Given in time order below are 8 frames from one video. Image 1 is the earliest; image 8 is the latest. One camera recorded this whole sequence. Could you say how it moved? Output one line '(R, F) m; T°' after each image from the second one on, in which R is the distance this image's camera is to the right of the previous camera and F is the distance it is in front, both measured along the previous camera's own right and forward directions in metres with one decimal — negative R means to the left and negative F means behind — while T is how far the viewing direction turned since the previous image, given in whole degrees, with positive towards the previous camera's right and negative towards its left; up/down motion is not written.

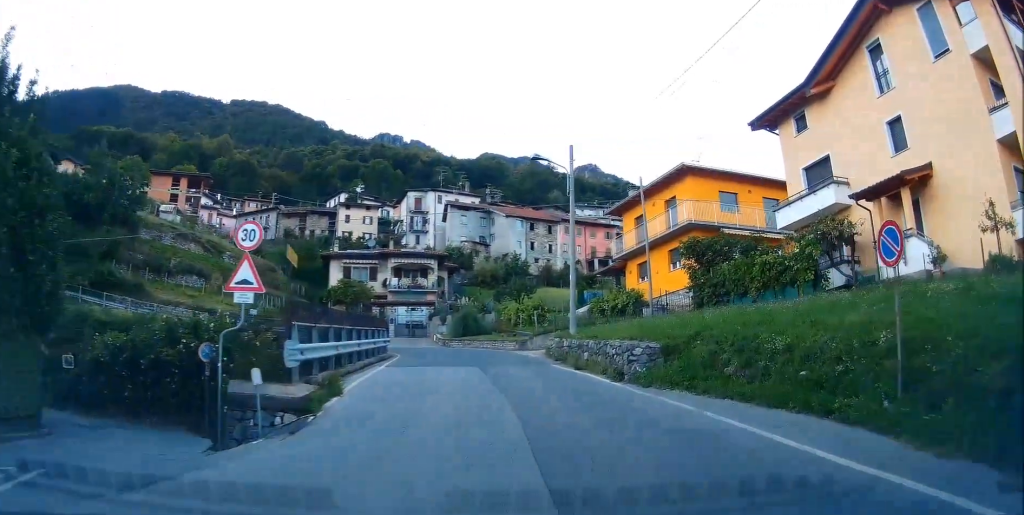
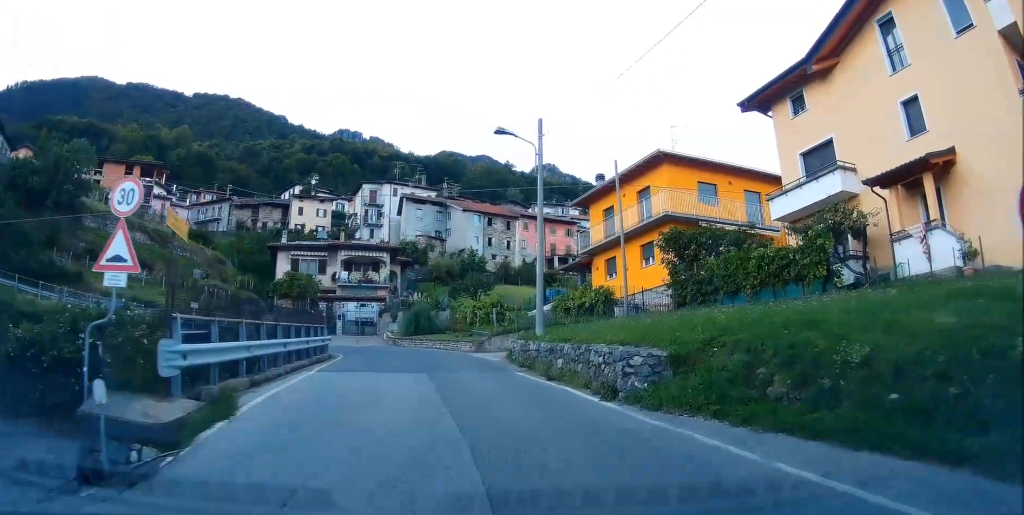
(+0.4, +3.1) m; +5°
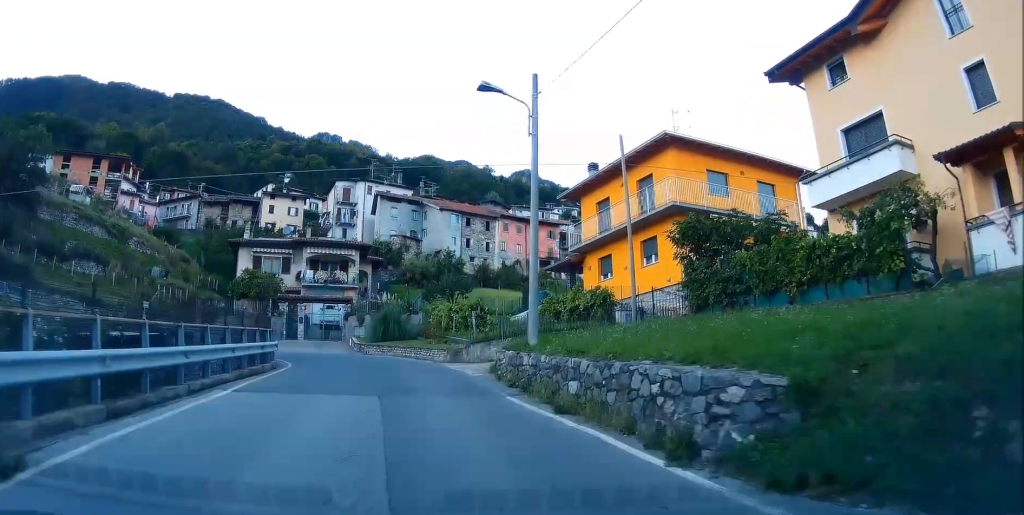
(+0.3, +4.3) m; +3°
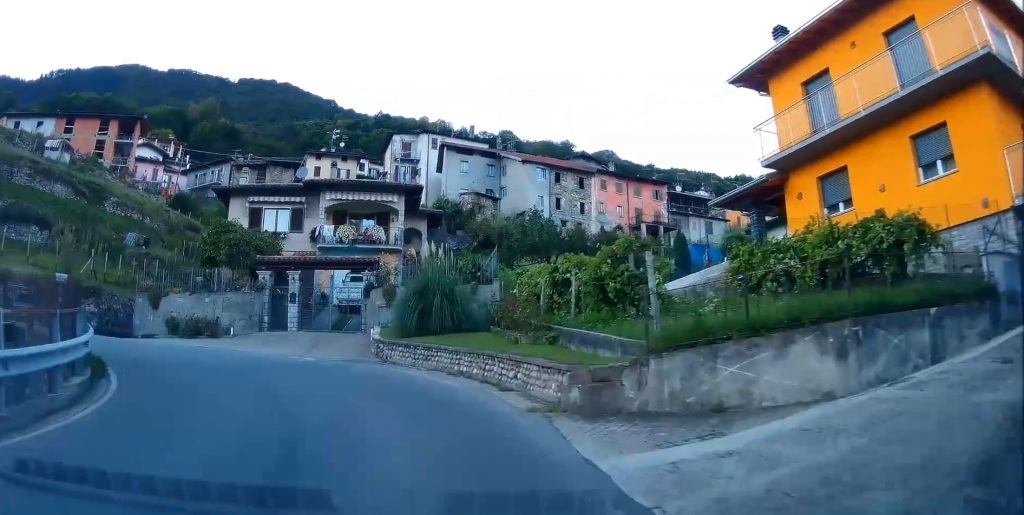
(-1.0, +16.4) m; -9°
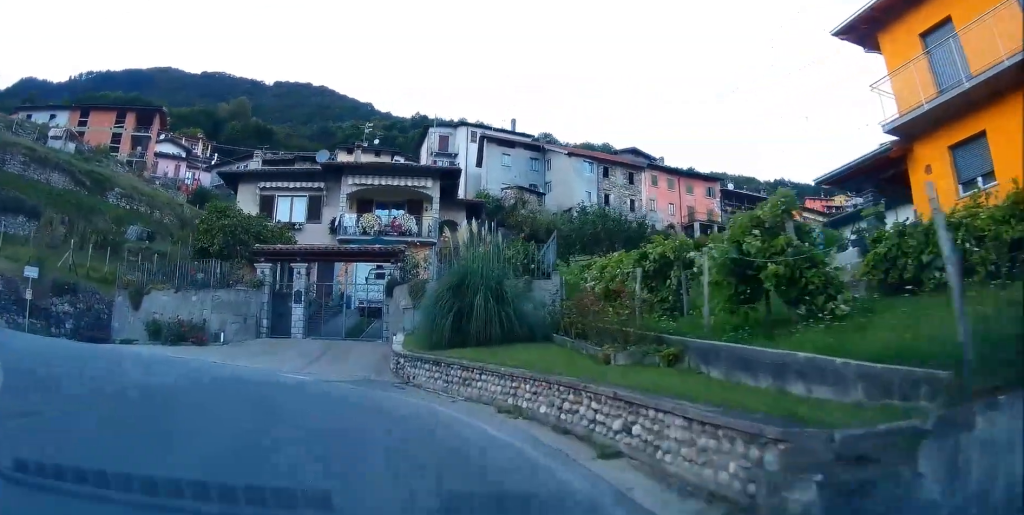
(-0.2, +5.3) m; -3°
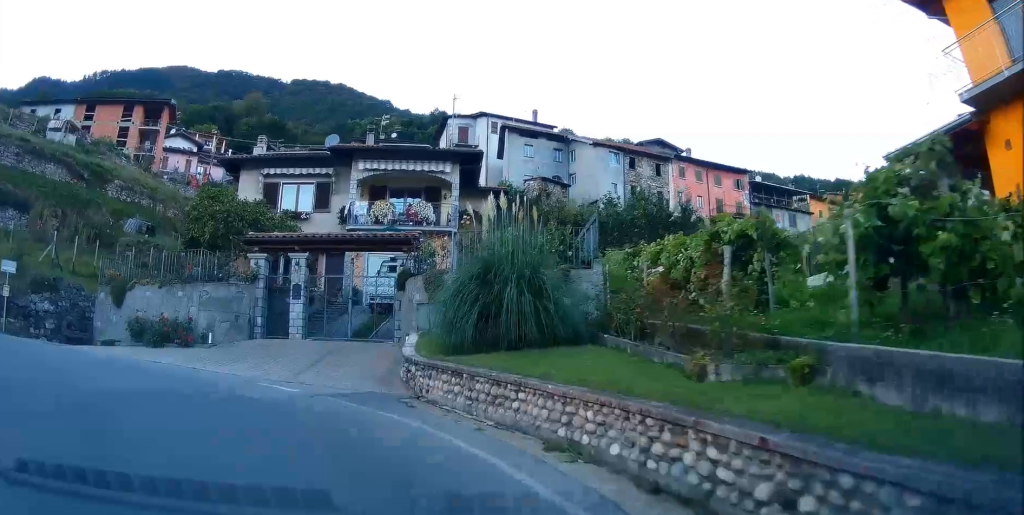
(0.0, +2.8) m; -2°
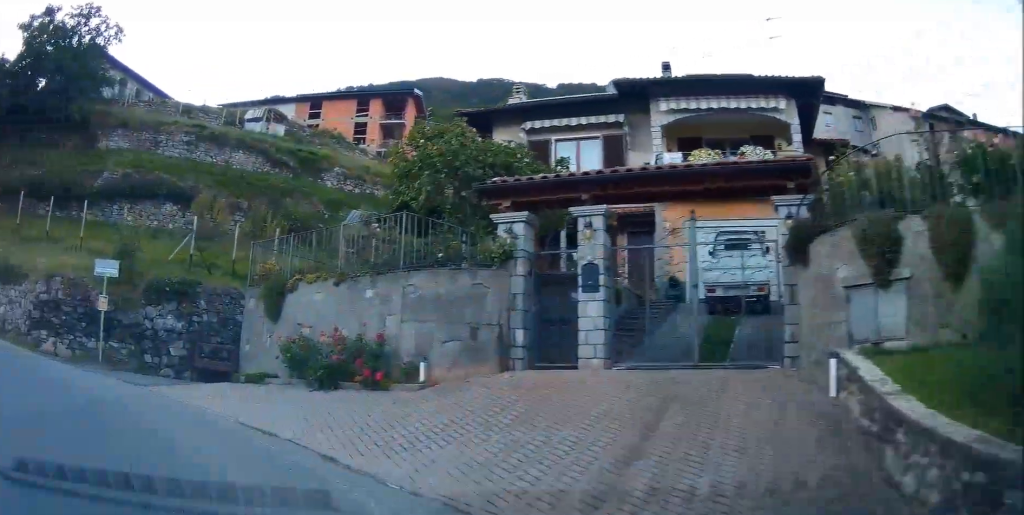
(-0.7, +9.7) m; -25°
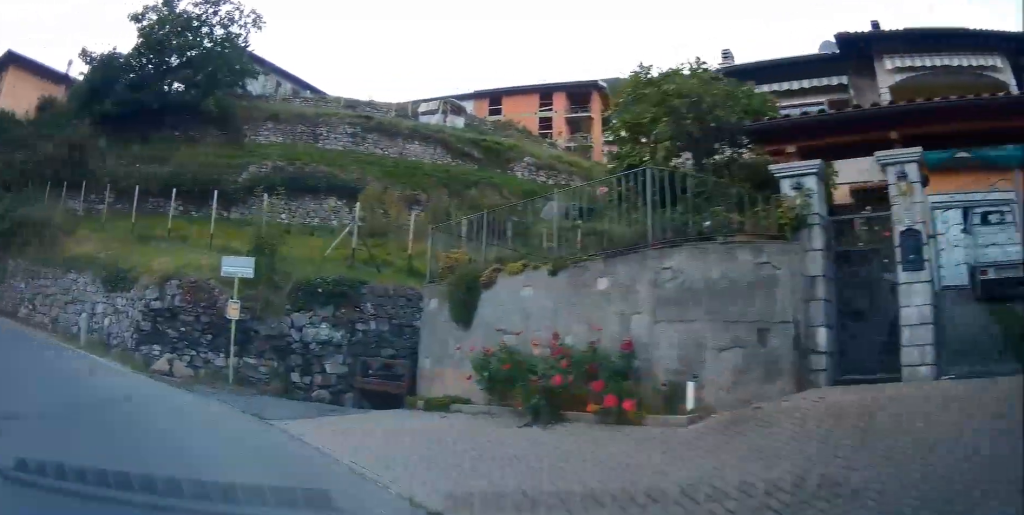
(-0.9, +3.1) m; -20°
